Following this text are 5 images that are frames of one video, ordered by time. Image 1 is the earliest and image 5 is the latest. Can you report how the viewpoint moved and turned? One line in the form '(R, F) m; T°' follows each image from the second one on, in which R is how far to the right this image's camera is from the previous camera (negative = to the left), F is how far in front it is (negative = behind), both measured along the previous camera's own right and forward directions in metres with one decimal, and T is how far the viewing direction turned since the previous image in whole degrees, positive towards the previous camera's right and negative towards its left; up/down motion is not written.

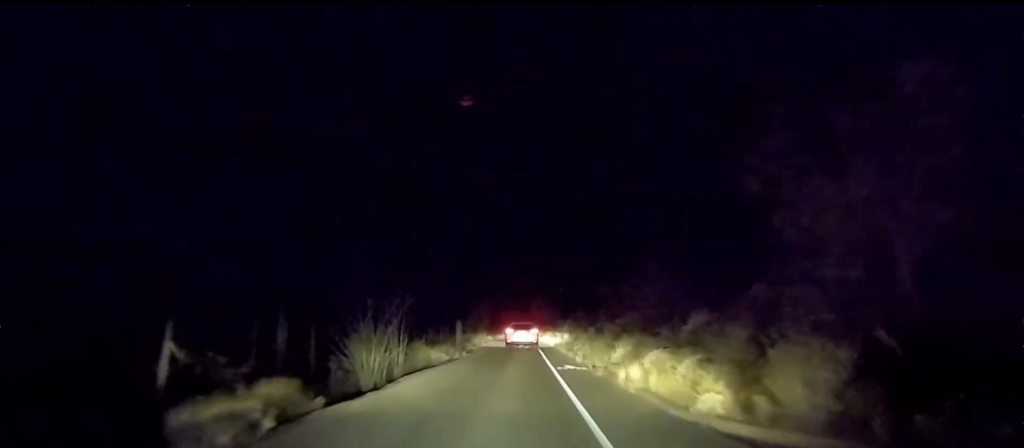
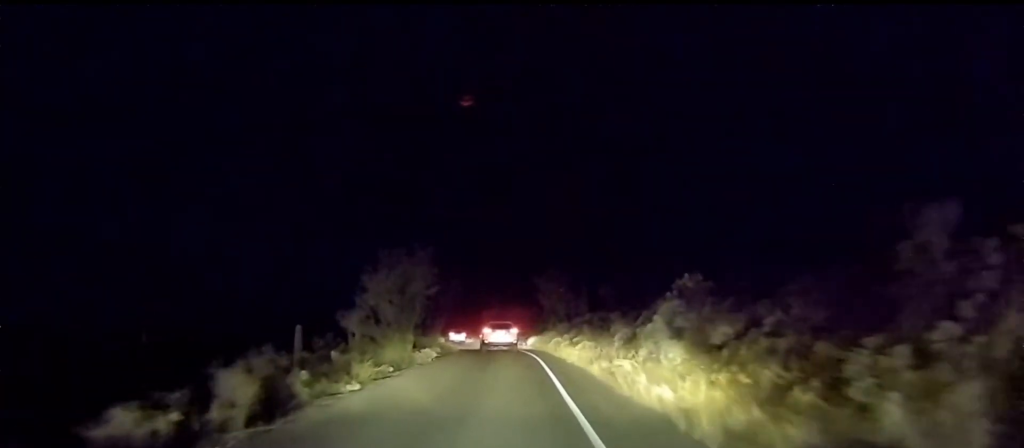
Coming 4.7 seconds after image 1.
(-0.9, +31.1) m; -4°
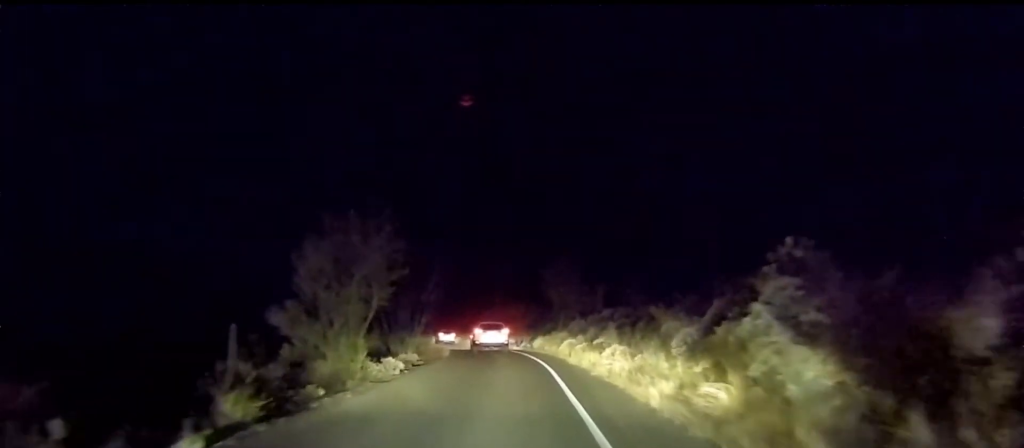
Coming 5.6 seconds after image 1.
(-0.3, +5.8) m; -1°
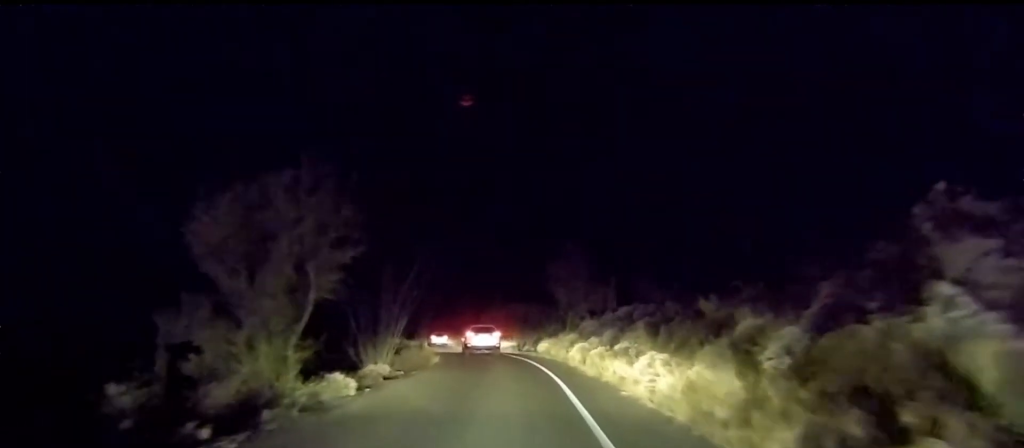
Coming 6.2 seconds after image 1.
(-0.2, +4.0) m; +2°
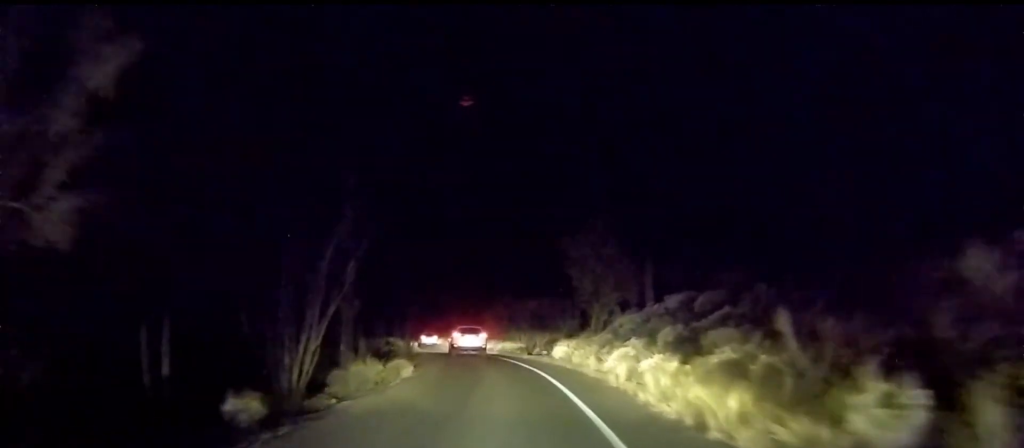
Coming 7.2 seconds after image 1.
(+0.6, +6.9) m; 0°
